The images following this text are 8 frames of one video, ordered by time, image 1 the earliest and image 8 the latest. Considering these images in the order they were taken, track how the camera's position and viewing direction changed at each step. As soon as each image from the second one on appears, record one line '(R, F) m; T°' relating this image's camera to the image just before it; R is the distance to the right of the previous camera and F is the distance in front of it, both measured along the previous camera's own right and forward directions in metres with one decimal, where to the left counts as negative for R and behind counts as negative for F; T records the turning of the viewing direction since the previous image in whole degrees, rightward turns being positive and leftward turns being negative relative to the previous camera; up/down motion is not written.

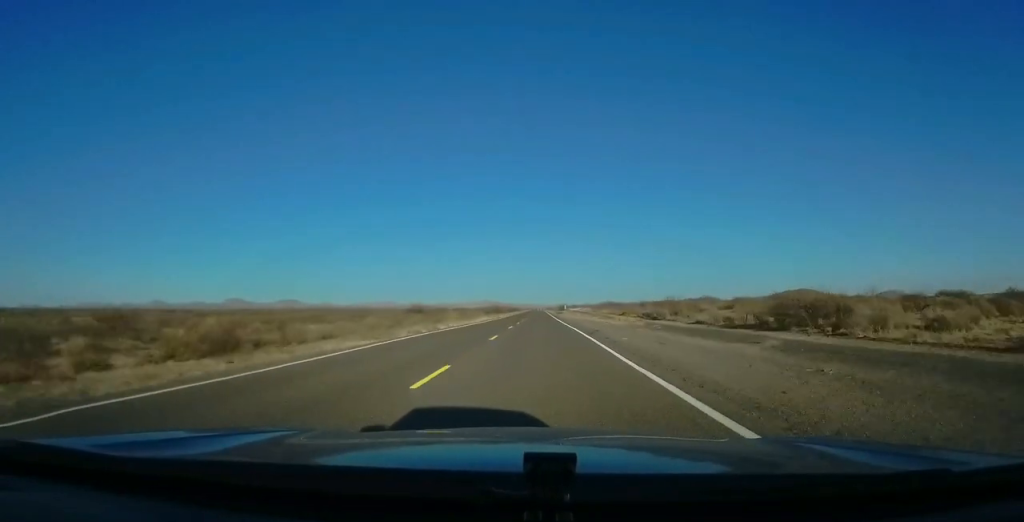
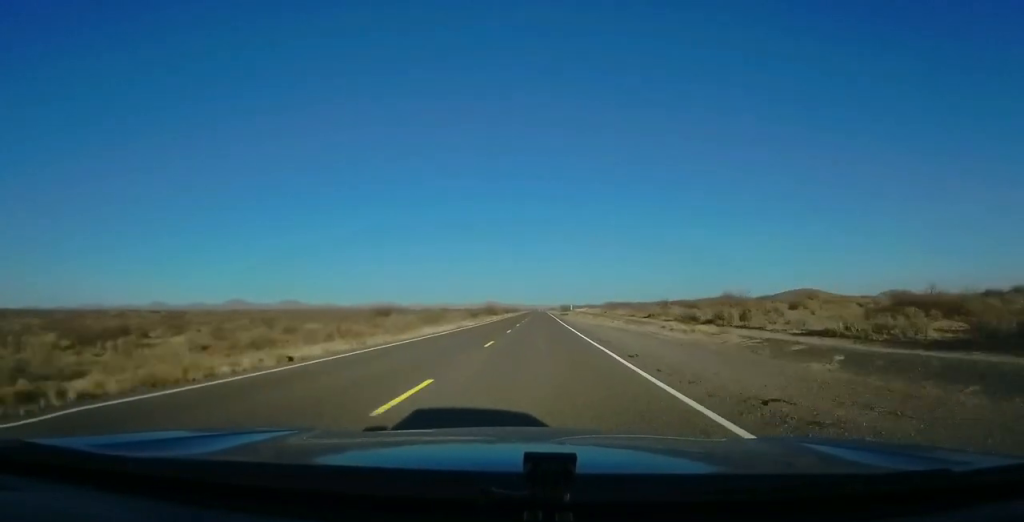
(-0.2, +26.4) m; 0°
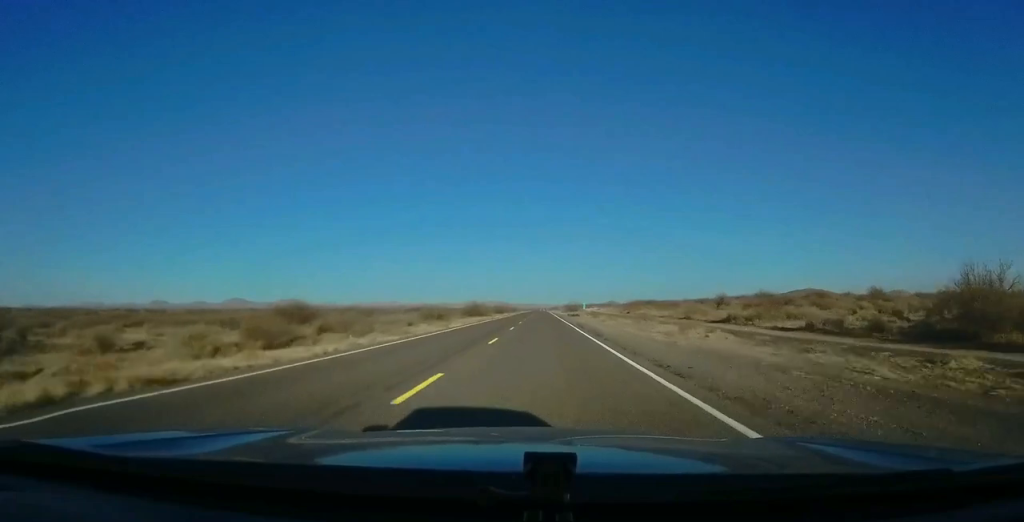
(0.0, +36.1) m; 0°
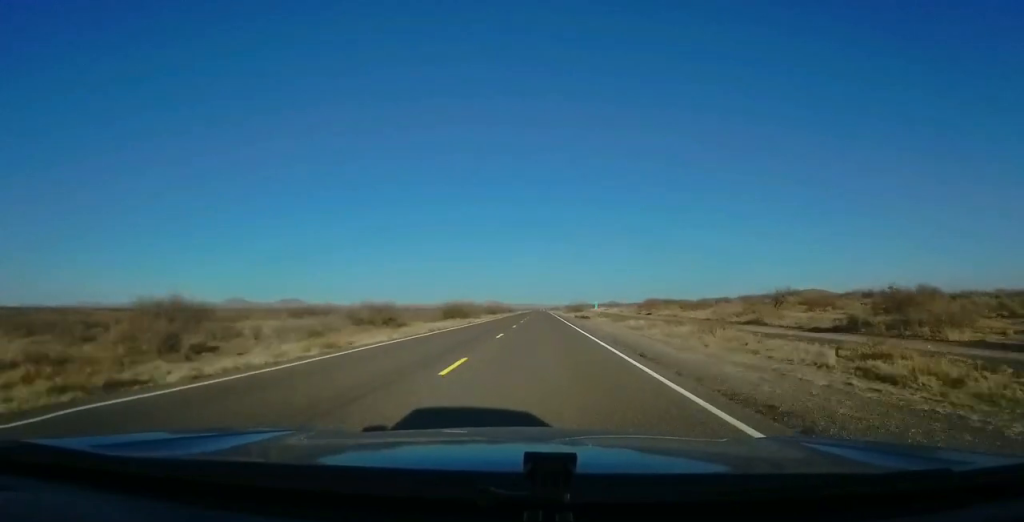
(0.0, +21.5) m; -1°
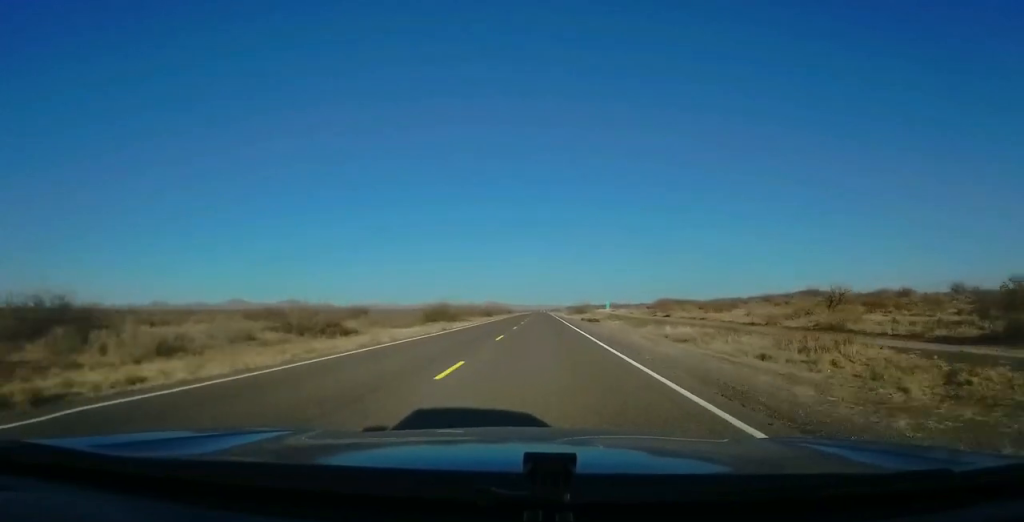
(+0.1, +12.7) m; -1°
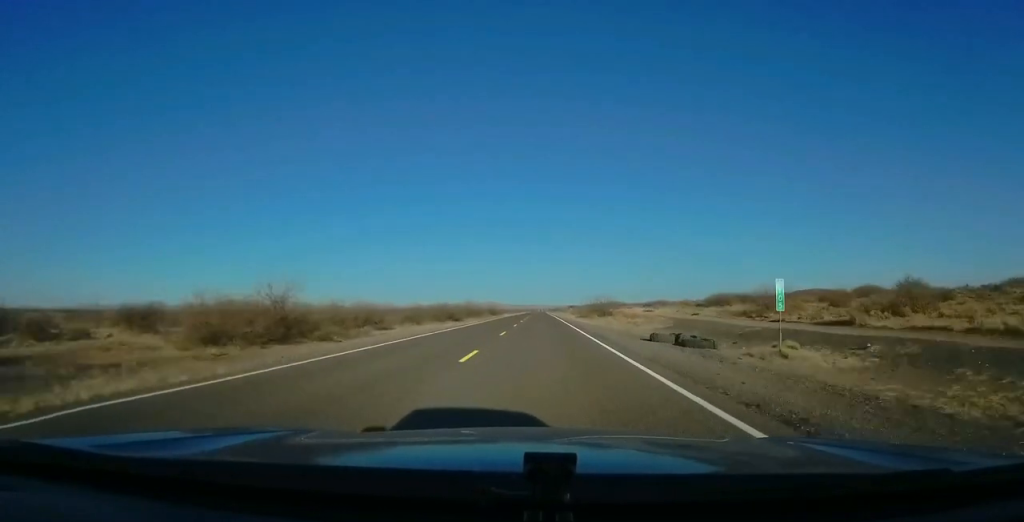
(-0.3, +45.8) m; +1°
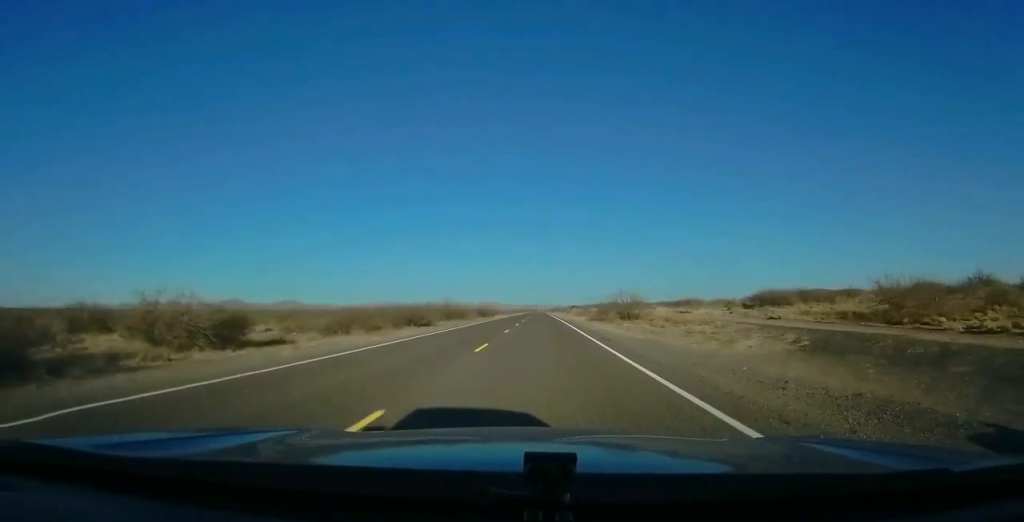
(+0.2, +21.5) m; +1°
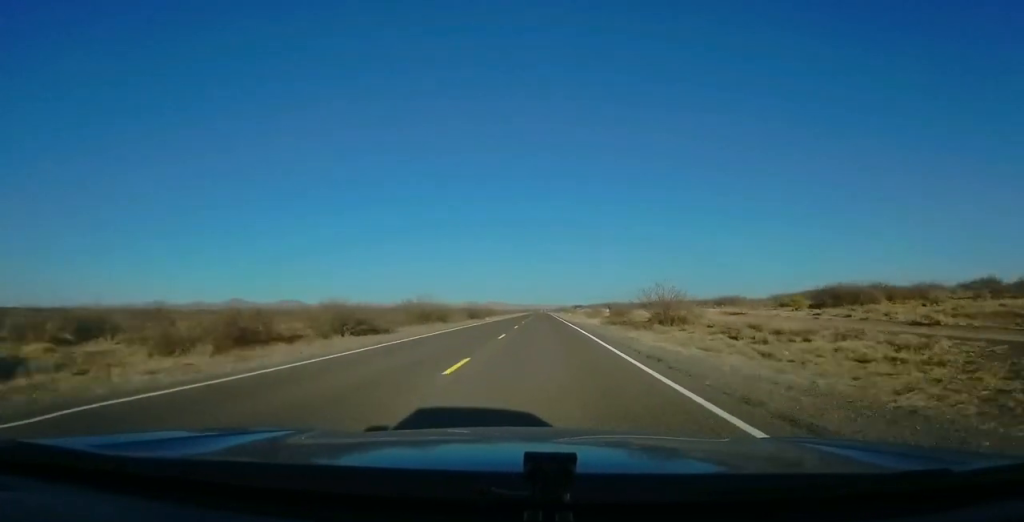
(0.0, +17.6) m; 0°
